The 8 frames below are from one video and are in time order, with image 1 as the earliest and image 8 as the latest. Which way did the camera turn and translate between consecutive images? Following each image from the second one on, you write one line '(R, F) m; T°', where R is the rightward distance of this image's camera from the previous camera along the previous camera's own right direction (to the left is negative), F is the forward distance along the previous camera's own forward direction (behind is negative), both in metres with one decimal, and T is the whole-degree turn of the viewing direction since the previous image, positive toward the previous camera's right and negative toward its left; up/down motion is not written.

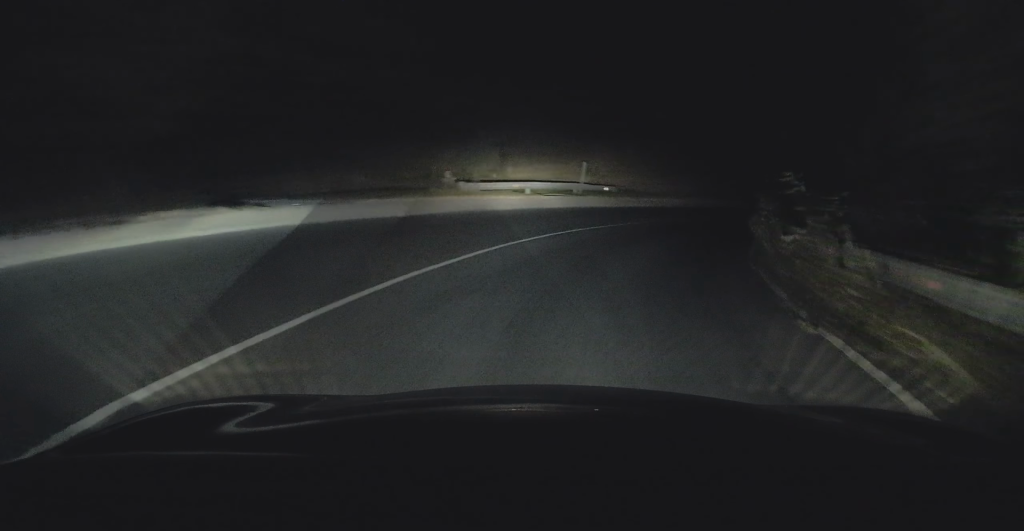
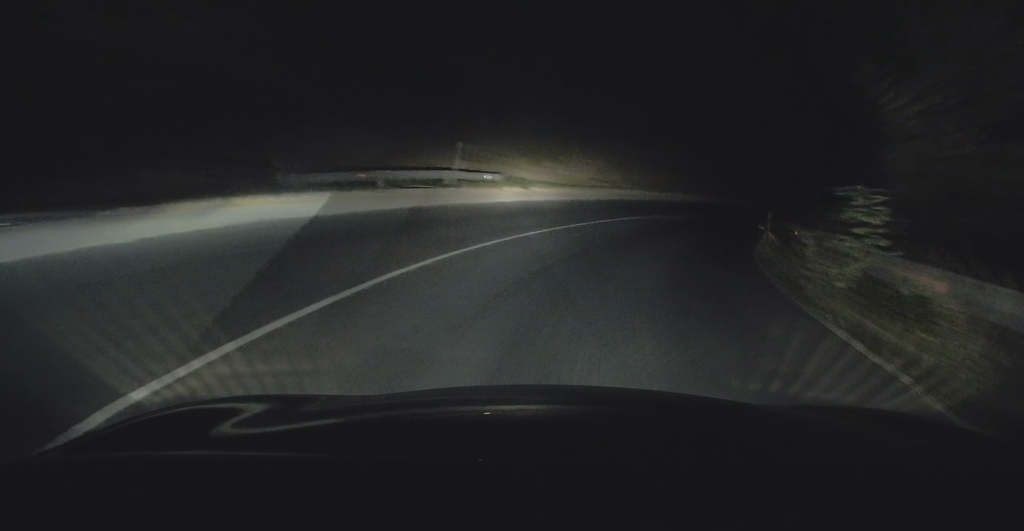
(+1.0, +8.3) m; +13°
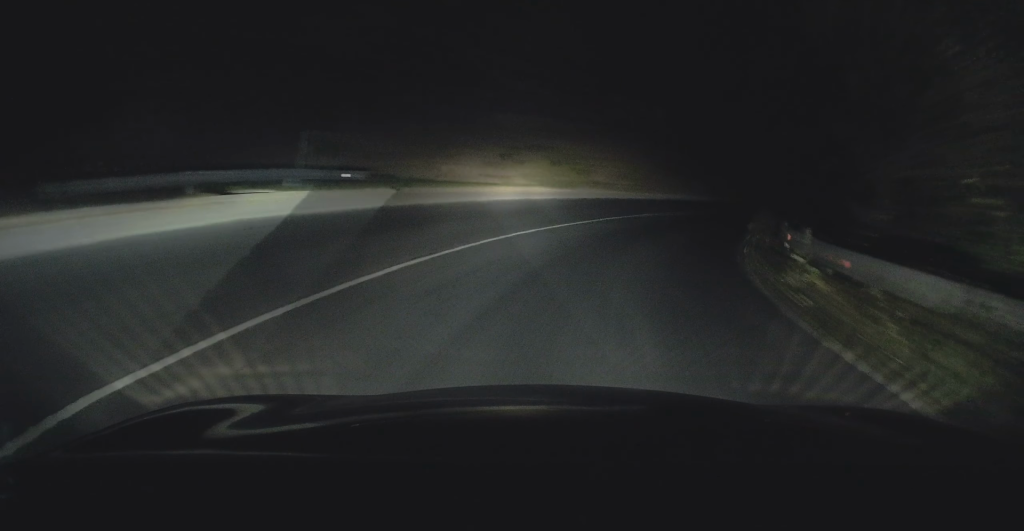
(+0.5, +6.2) m; +9°
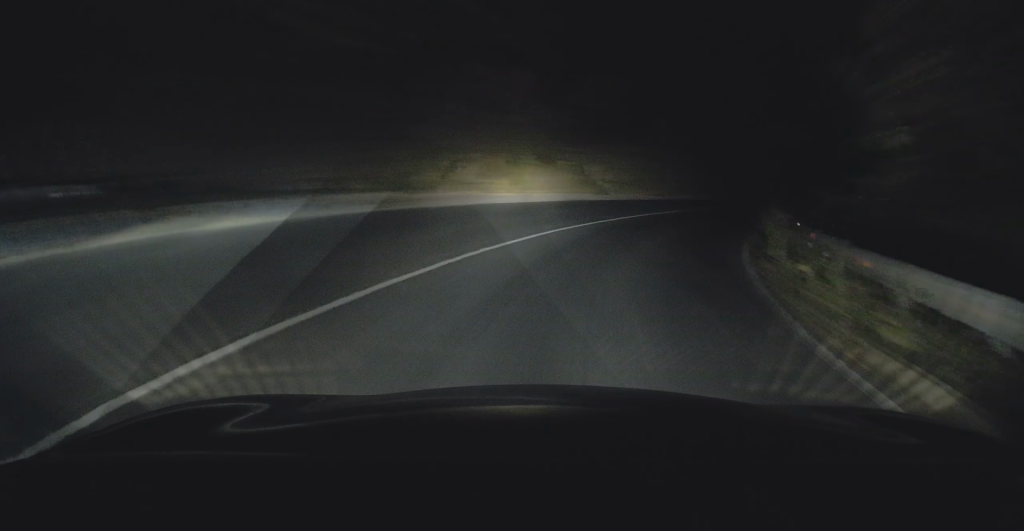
(+0.8, +8.7) m; +12°
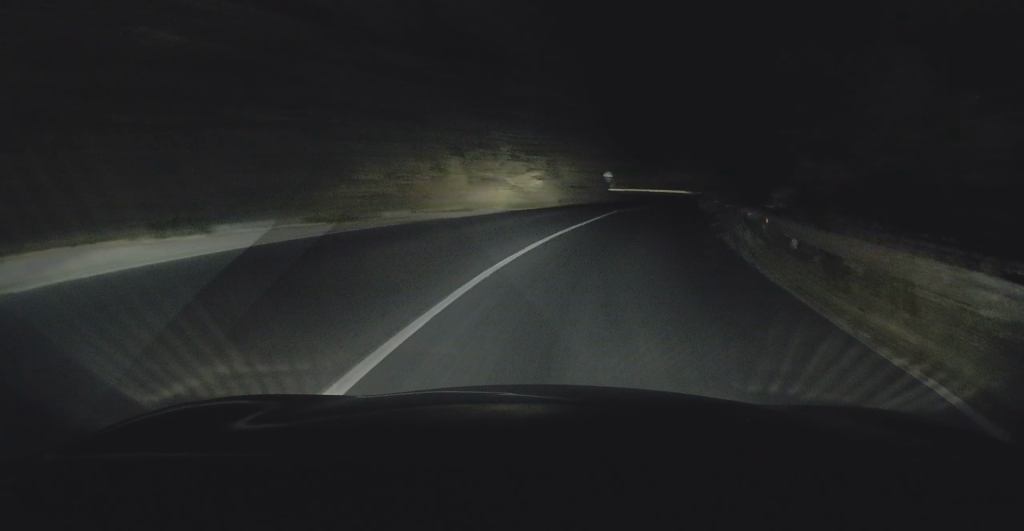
(+4.3, +20.0) m; +23°
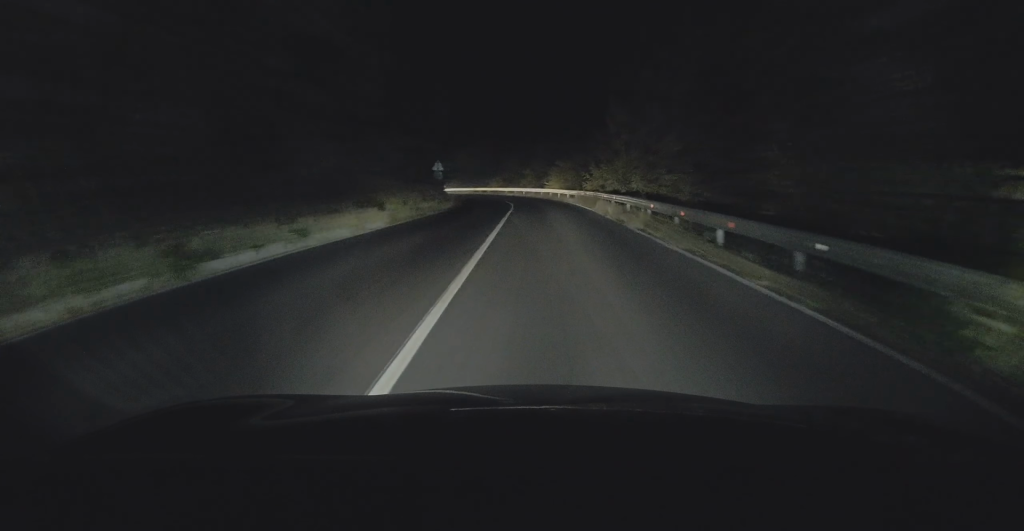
(+4.7, +27.0) m; +16°
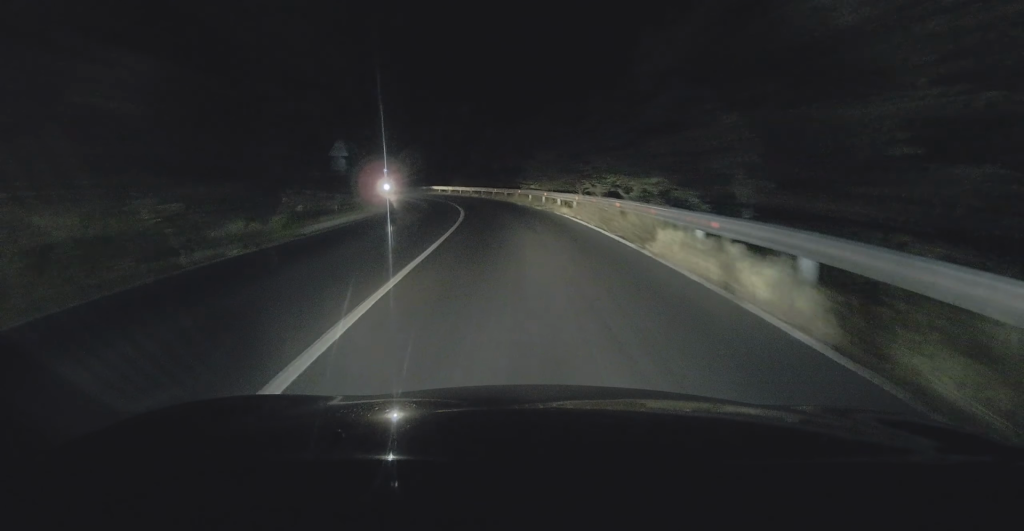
(+0.9, +18.1) m; +2°
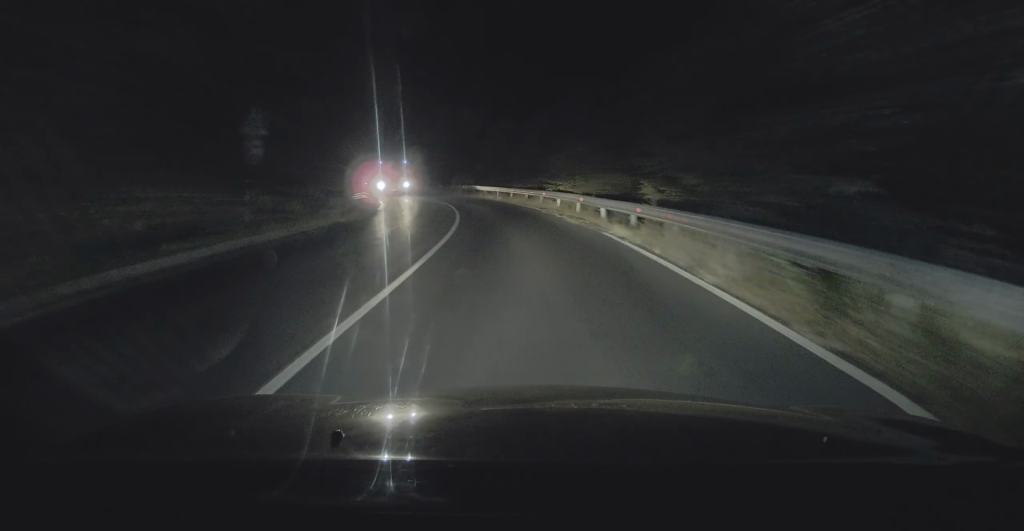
(-0.2, +10.0) m; -1°
